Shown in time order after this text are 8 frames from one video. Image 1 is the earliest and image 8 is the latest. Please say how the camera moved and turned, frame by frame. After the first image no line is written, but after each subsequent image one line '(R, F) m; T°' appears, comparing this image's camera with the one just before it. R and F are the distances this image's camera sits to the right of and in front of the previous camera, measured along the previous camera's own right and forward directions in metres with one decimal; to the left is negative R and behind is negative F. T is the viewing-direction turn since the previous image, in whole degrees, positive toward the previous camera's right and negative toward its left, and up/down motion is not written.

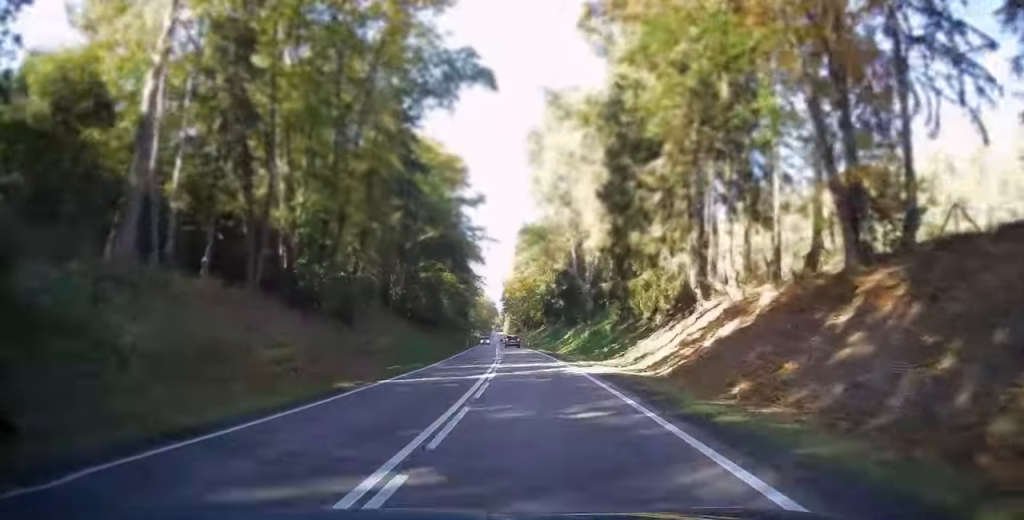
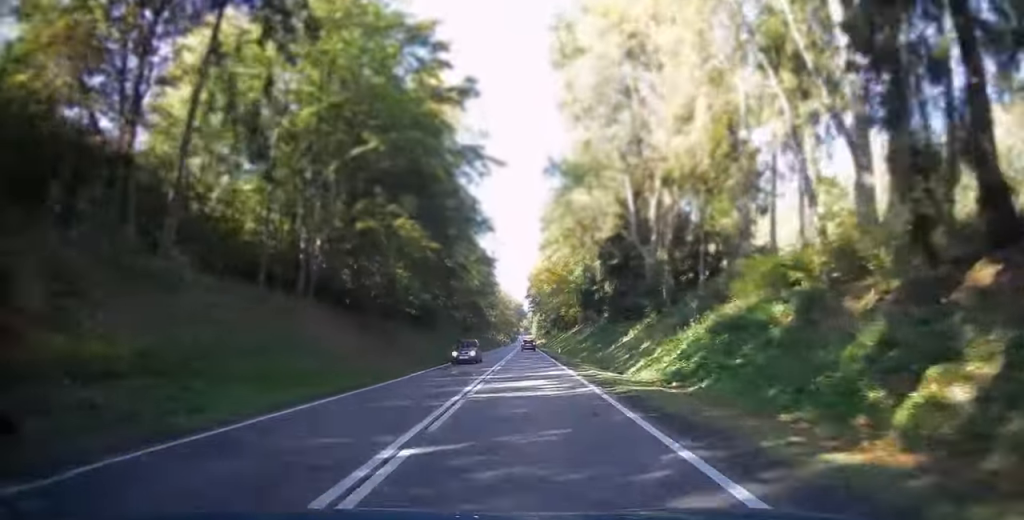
(-1.5, +33.7) m; -3°
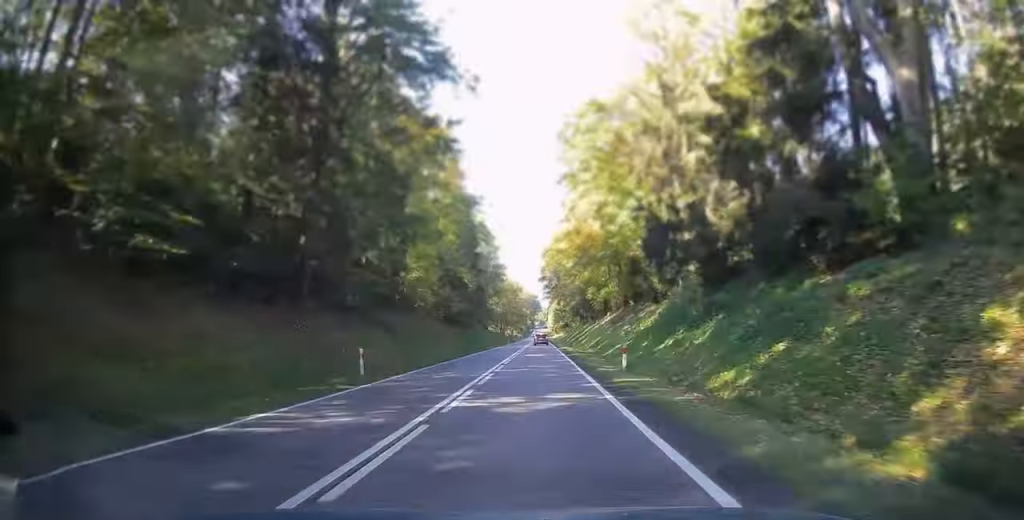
(-1.1, +39.4) m; -2°
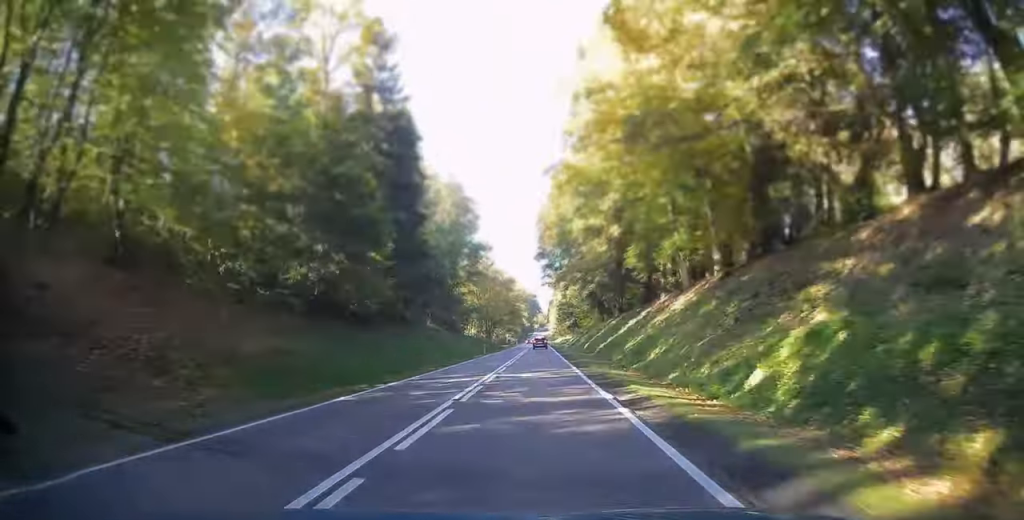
(-0.6, +50.6) m; -1°
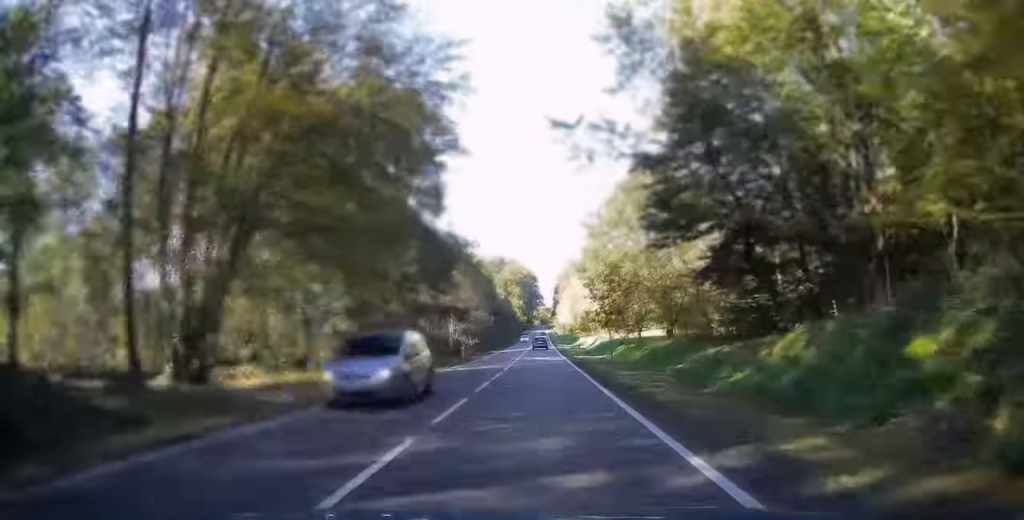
(+1.0, +122.1) m; +1°
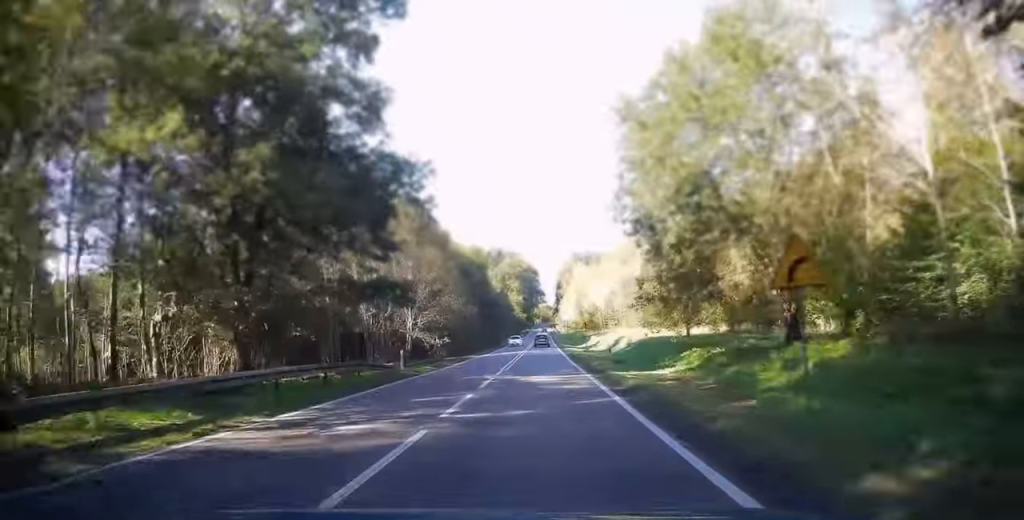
(+0.1, +22.9) m; 0°
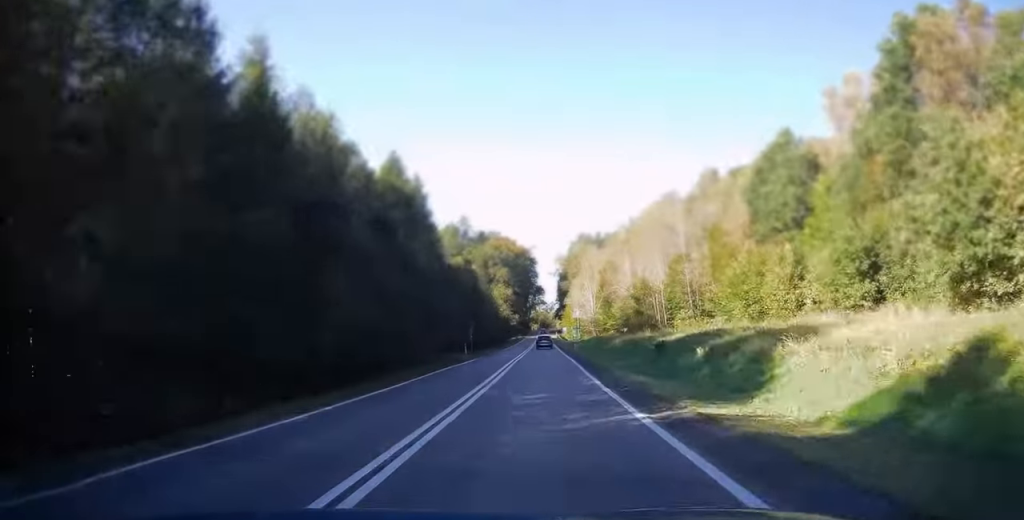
(-0.1, +69.1) m; 0°
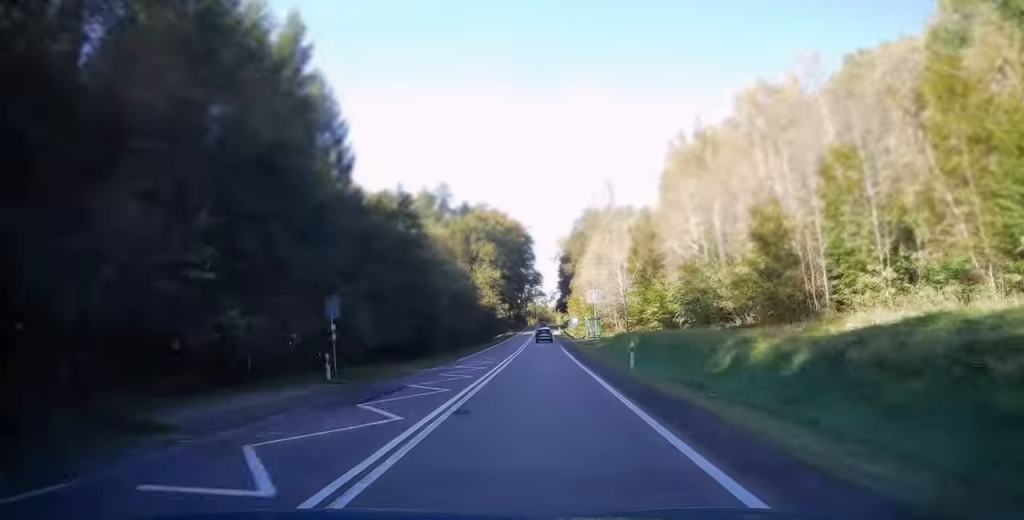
(+0.1, +39.7) m; 0°
